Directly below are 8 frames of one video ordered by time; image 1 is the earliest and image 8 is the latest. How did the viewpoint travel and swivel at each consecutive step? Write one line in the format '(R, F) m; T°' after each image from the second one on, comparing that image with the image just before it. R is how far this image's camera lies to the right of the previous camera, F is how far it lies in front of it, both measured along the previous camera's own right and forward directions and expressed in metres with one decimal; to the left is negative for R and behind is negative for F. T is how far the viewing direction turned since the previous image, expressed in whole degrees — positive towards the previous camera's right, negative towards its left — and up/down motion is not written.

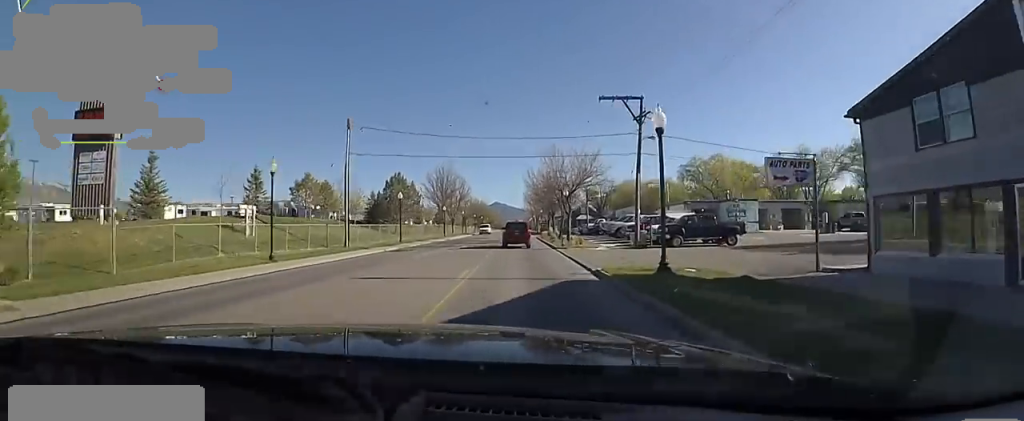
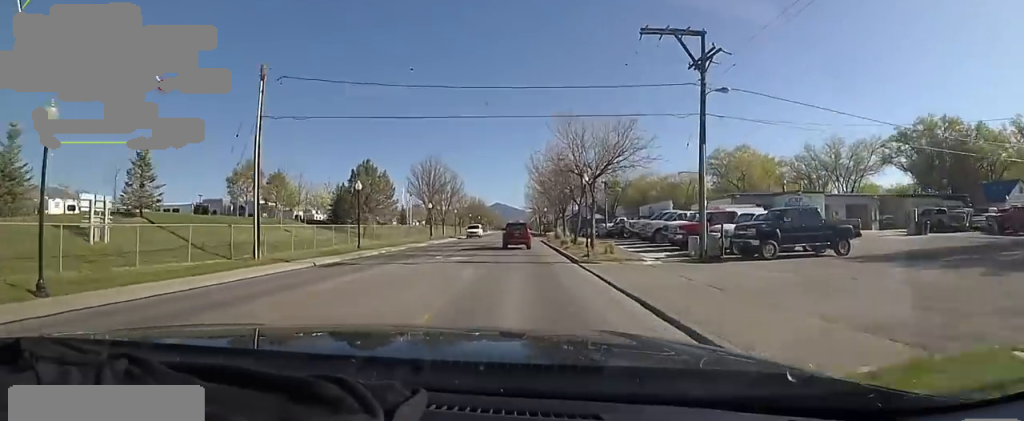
(+0.8, +11.4) m; +3°
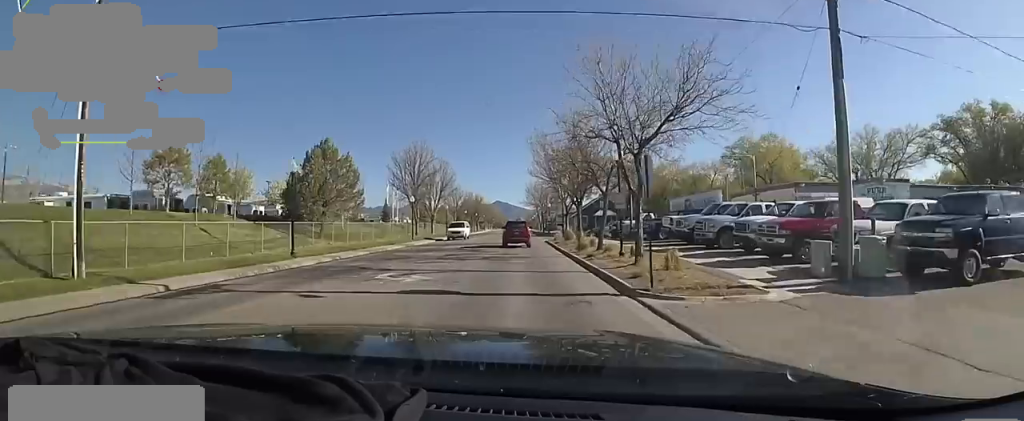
(+0.2, +9.4) m; +1°
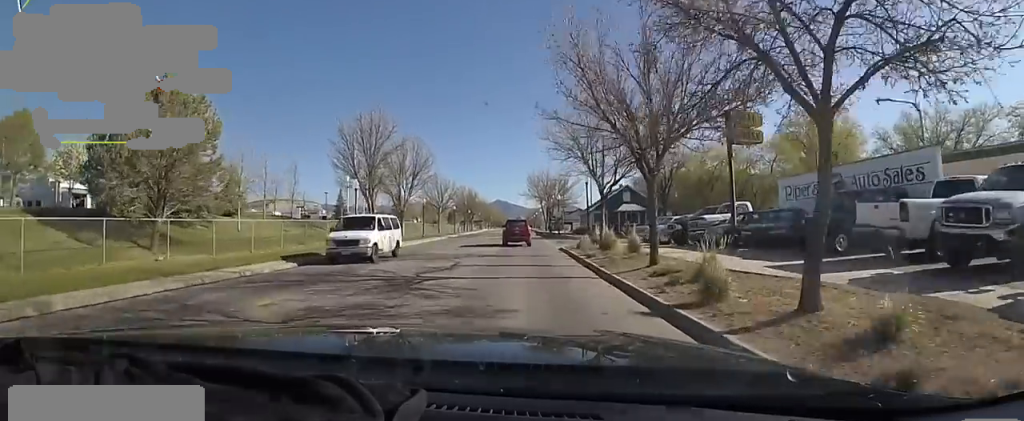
(0.0, +16.1) m; 0°
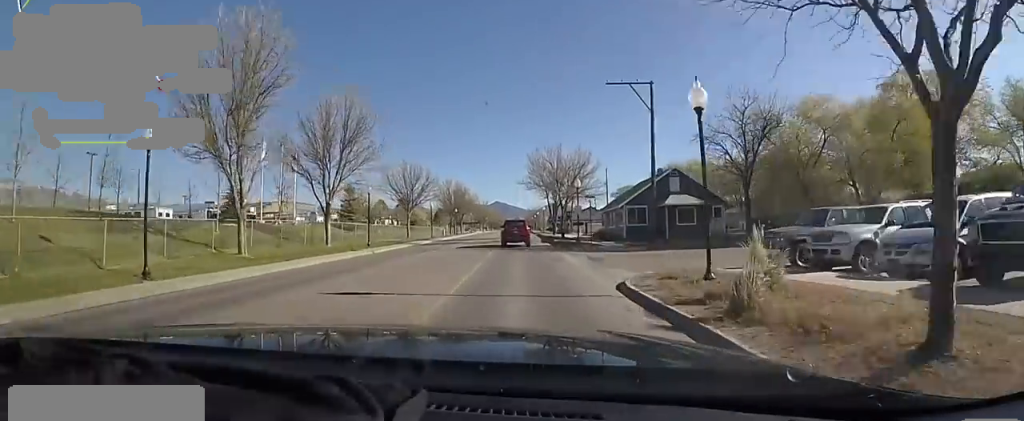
(0.0, +18.4) m; 0°
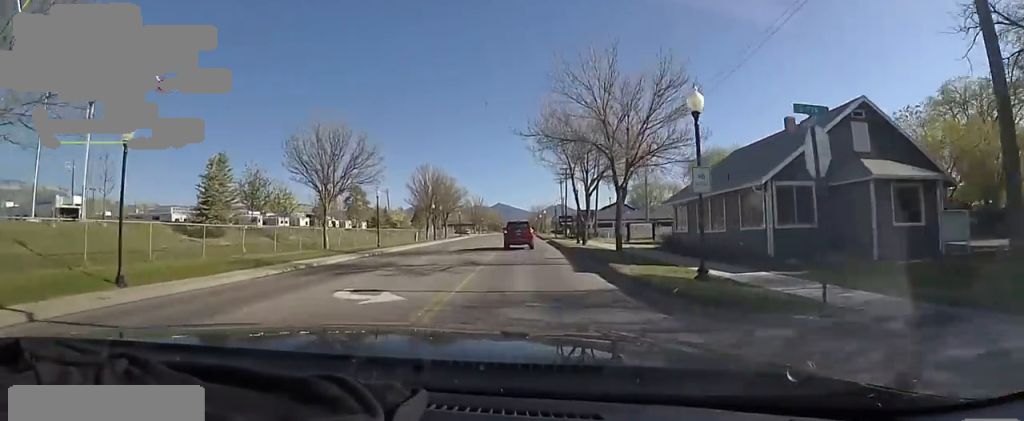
(0.0, +22.1) m; 0°
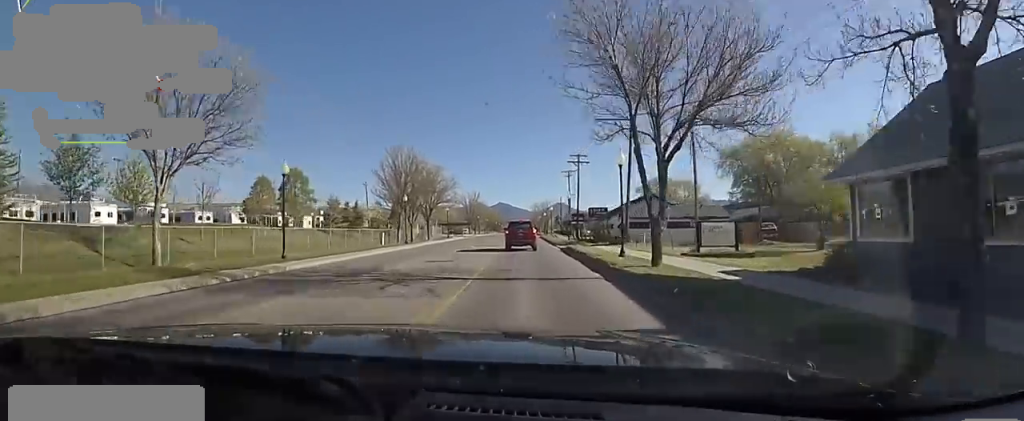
(0.0, +14.0) m; 0°
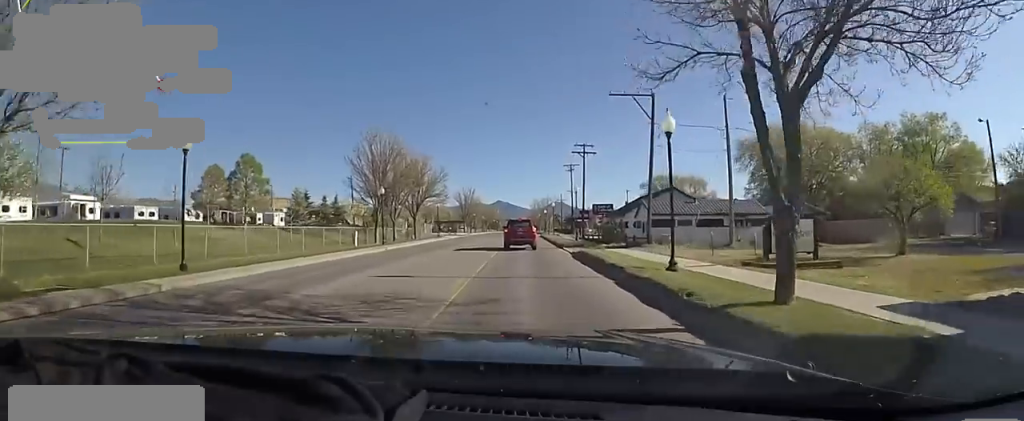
(0.0, +6.4) m; 0°
